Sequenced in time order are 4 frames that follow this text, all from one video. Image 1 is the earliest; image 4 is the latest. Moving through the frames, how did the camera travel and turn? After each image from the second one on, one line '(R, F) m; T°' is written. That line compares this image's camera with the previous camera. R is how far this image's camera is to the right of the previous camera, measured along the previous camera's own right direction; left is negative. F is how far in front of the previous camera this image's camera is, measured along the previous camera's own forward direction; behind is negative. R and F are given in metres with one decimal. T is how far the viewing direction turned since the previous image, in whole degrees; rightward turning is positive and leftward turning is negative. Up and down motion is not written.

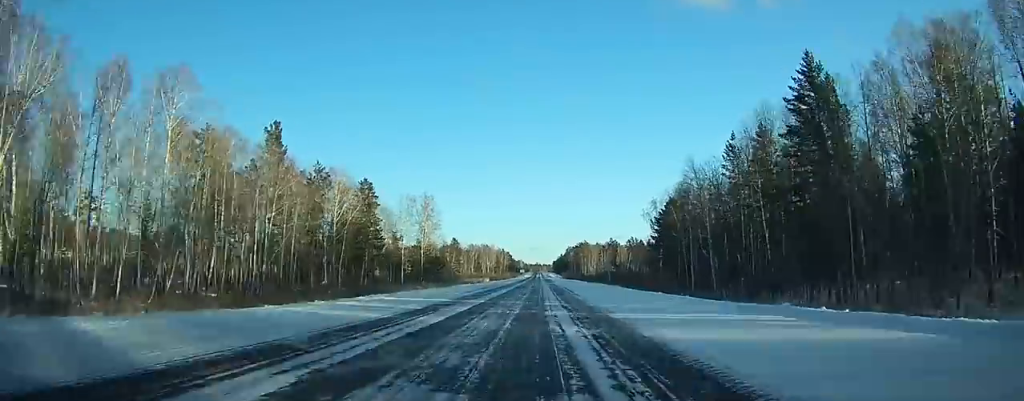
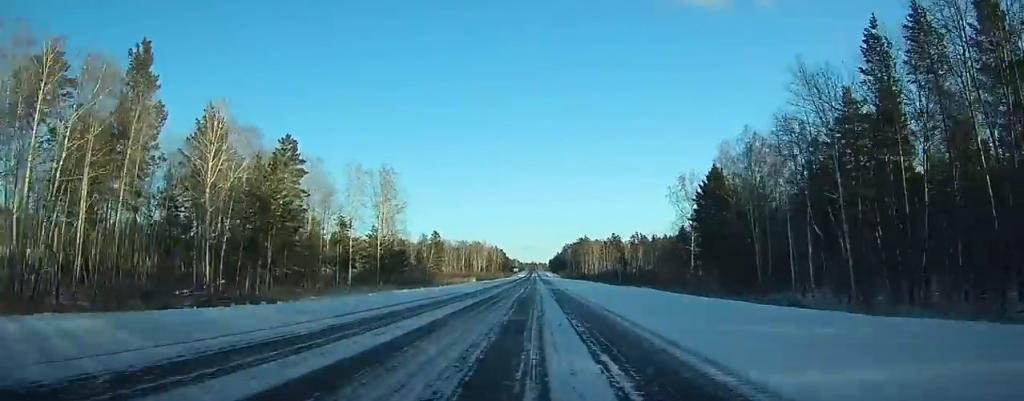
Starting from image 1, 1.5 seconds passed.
(-0.1, +35.4) m; 0°
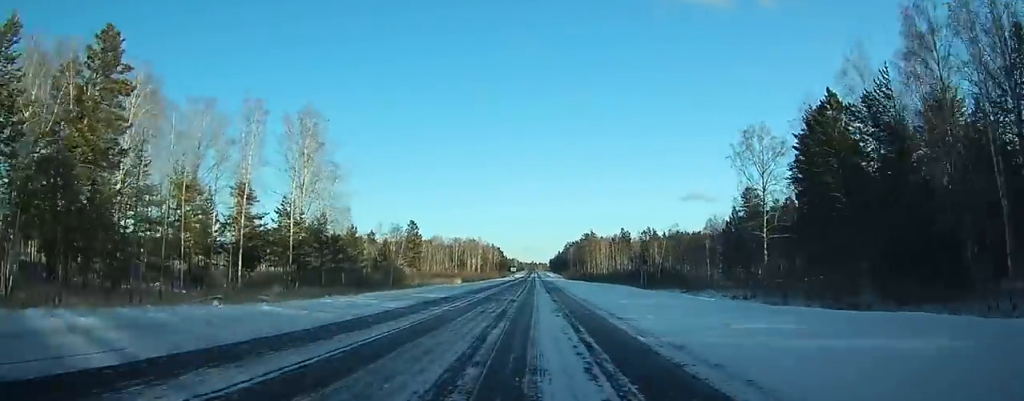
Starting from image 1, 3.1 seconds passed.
(0.0, +38.7) m; 0°
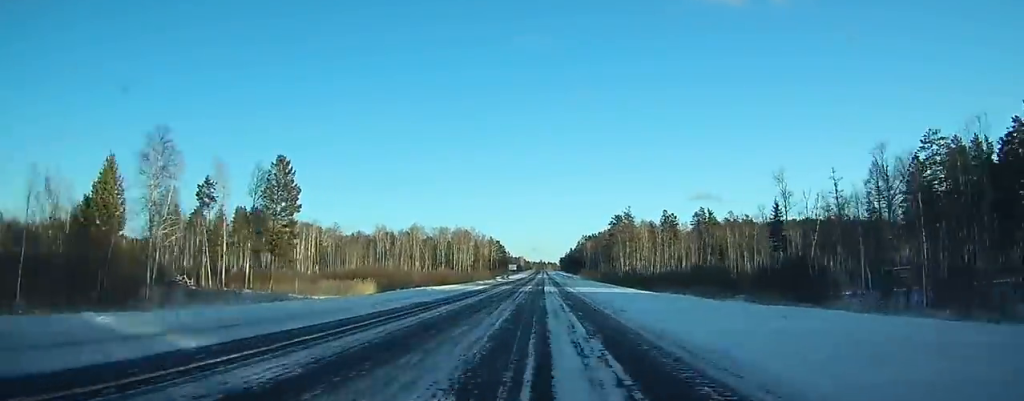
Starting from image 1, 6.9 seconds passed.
(-0.5, +93.6) m; 0°
